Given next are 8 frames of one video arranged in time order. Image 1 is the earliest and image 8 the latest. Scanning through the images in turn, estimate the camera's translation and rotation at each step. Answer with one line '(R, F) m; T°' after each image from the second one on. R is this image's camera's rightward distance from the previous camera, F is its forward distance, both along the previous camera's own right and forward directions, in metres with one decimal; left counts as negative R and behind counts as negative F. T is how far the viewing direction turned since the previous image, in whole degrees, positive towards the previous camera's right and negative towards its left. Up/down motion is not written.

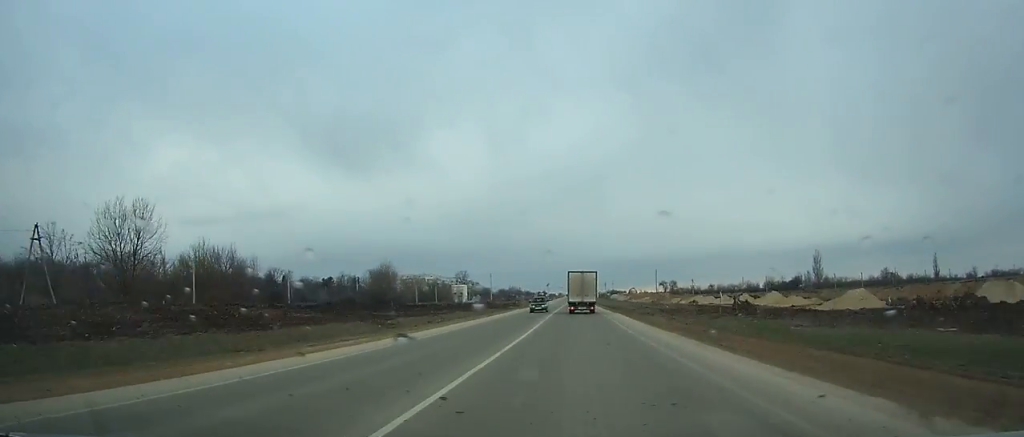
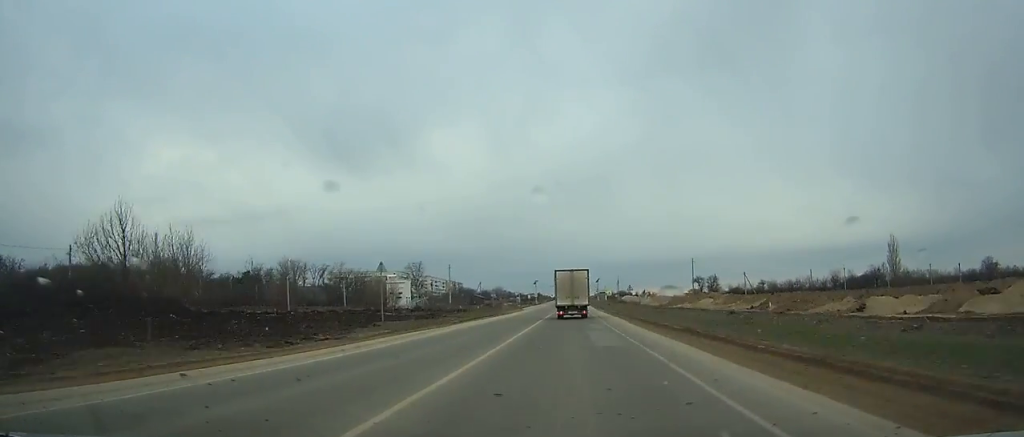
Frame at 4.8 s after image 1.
(-0.2, +91.6) m; 0°
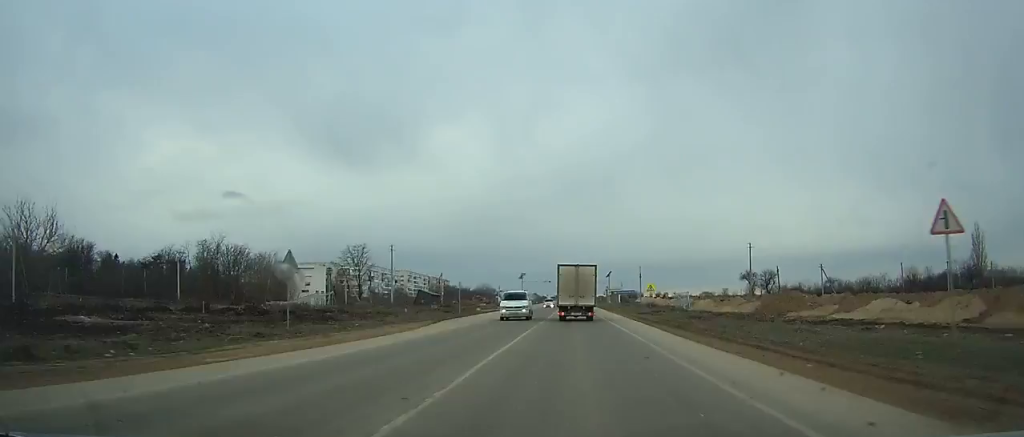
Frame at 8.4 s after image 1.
(+0.1, +64.6) m; 0°
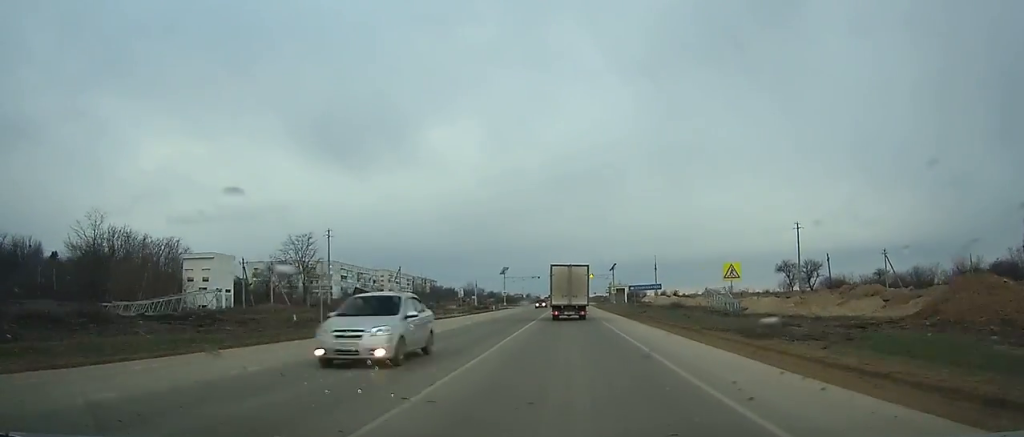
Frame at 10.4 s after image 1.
(+0.1, +34.9) m; 0°
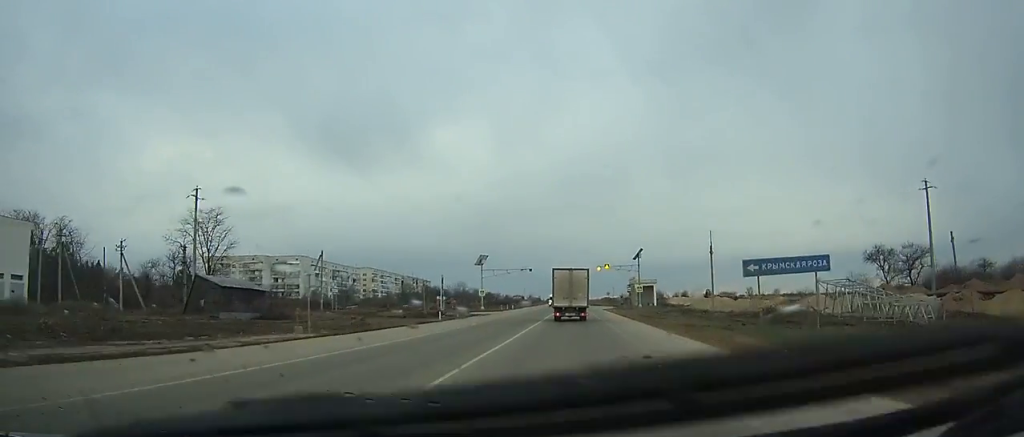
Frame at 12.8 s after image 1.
(+0.1, +41.3) m; 0°
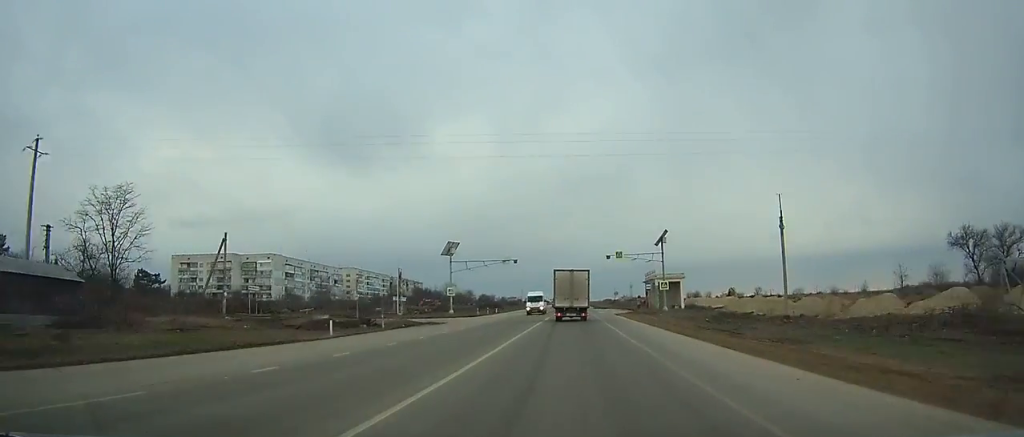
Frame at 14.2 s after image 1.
(-0.1, +24.3) m; 0°
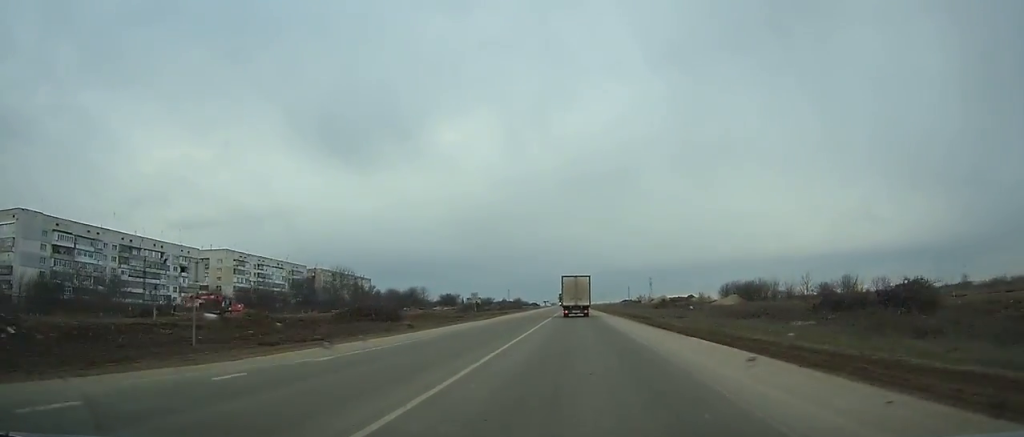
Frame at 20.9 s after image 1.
(-1.0, +121.4) m; 0°
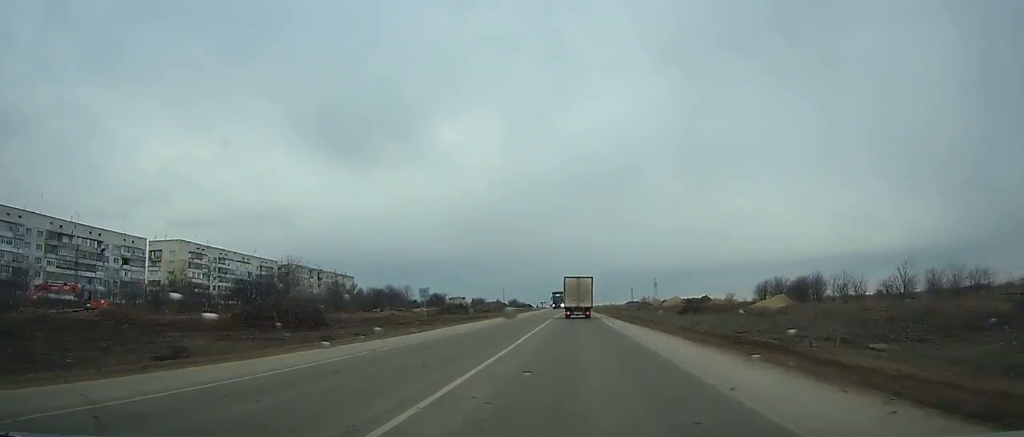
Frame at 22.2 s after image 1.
(-0.1, +24.5) m; 0°
